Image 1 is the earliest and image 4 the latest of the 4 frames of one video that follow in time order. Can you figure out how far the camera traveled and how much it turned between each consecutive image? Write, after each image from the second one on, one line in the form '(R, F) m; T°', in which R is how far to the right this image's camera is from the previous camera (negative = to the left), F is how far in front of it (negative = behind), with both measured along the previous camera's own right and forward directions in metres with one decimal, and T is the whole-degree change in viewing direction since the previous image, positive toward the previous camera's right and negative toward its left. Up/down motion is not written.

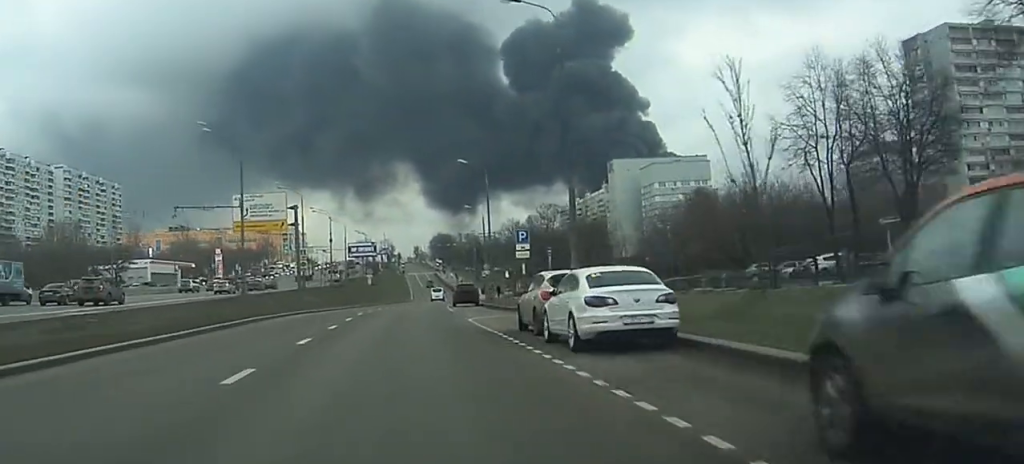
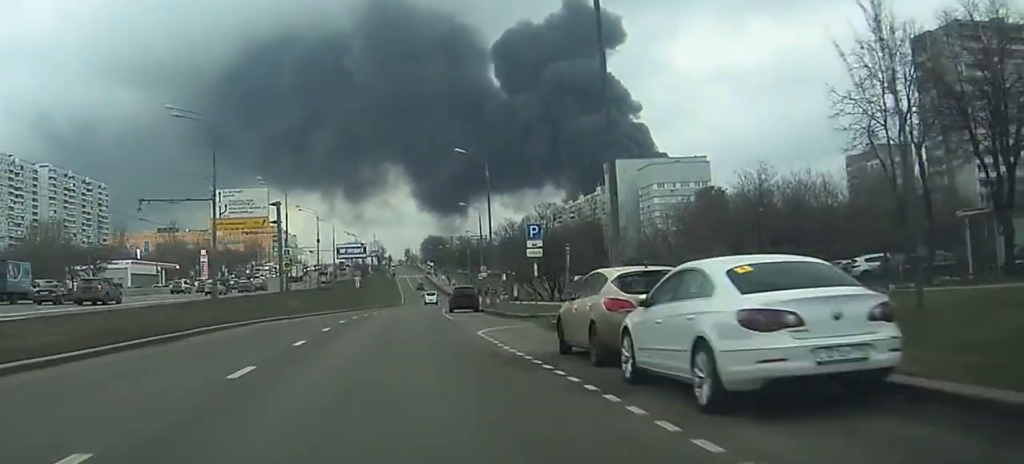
(+0.1, +7.1) m; +1°
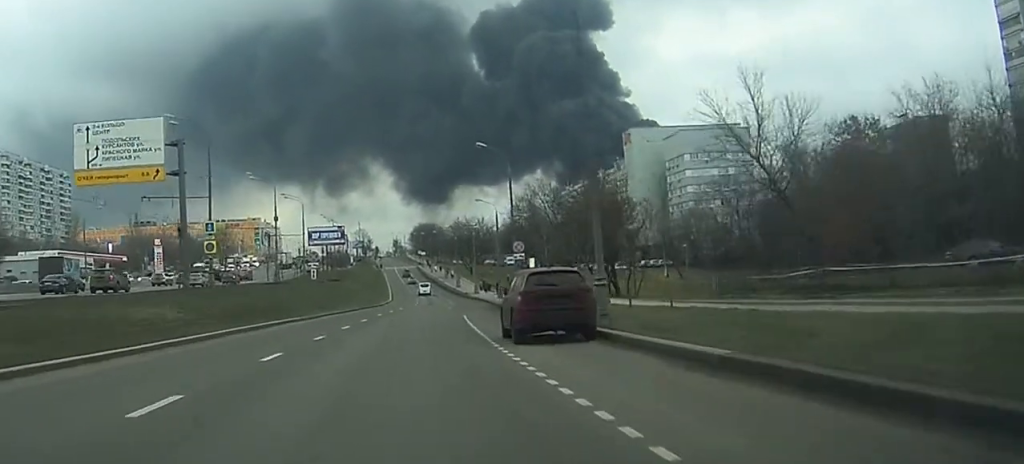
(+0.9, +36.0) m; +2°
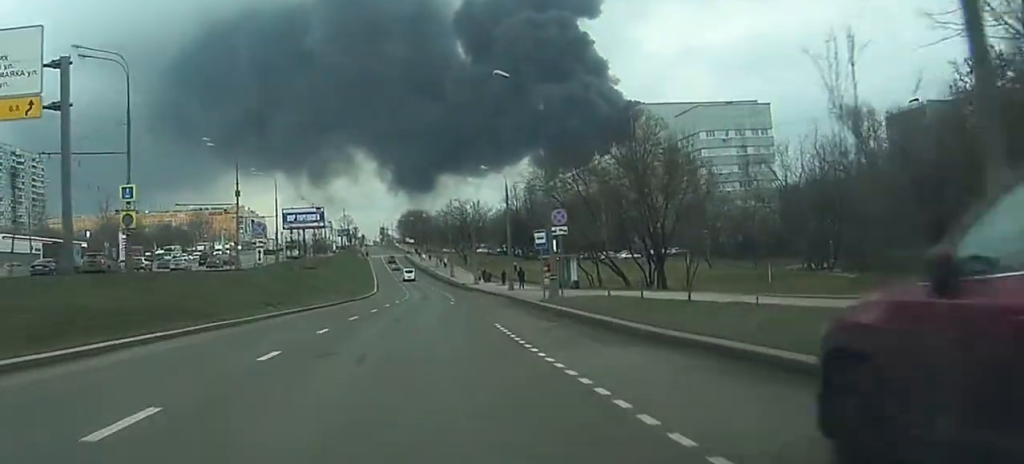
(0.0, +17.6) m; 0°
